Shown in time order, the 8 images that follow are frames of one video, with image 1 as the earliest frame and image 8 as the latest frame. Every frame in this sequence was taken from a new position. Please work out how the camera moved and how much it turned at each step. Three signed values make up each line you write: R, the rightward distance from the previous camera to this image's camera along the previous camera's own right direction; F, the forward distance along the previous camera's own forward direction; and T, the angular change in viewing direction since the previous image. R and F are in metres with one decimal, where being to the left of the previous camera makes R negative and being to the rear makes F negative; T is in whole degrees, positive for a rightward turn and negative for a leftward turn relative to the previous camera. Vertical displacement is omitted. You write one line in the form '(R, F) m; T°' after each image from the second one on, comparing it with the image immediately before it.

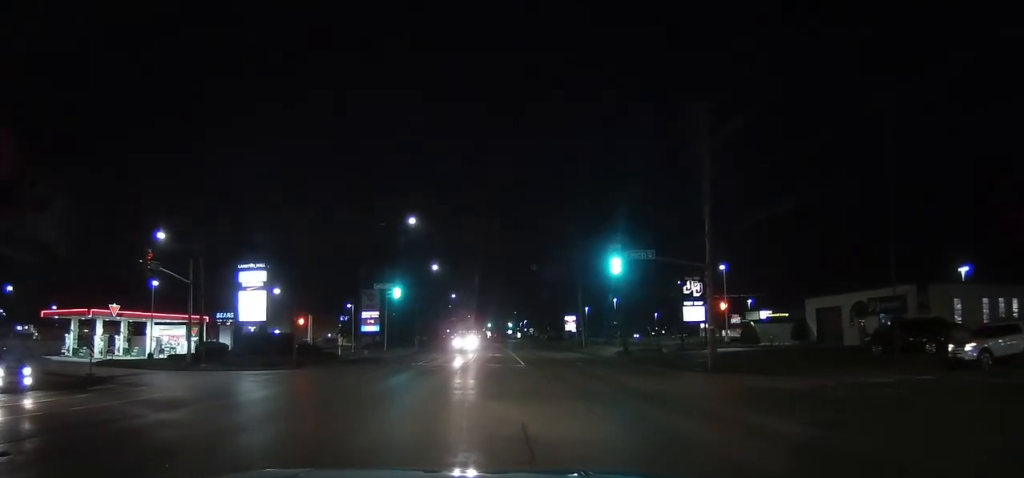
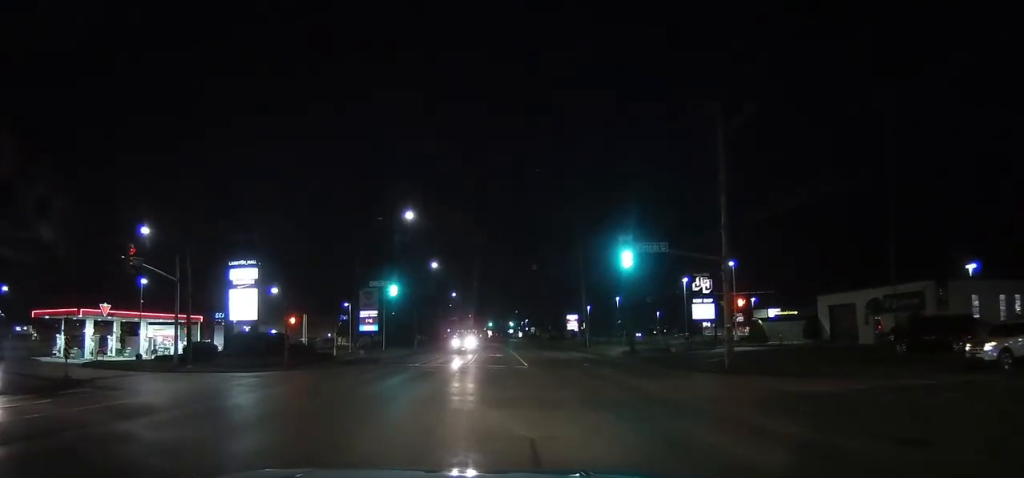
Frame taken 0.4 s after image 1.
(-0.2, +1.4) m; +2°
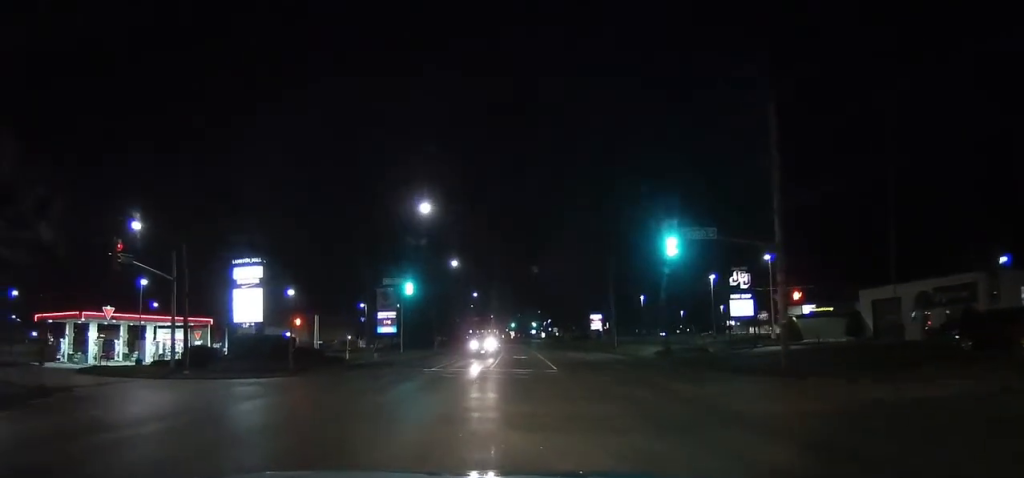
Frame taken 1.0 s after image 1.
(-0.2, +2.0) m; +3°
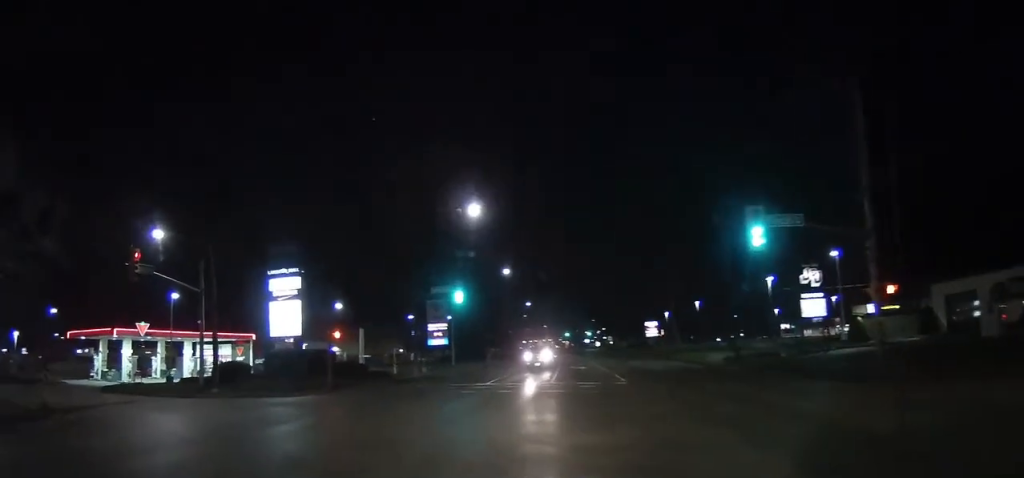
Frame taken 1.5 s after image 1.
(+0.3, +2.1) m; +1°
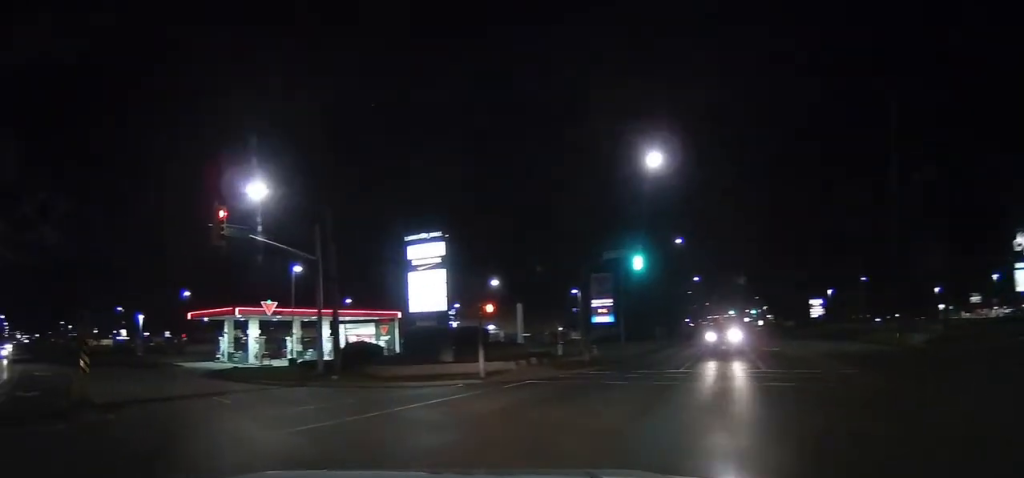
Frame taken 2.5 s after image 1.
(+0.1, +5.0) m; -4°
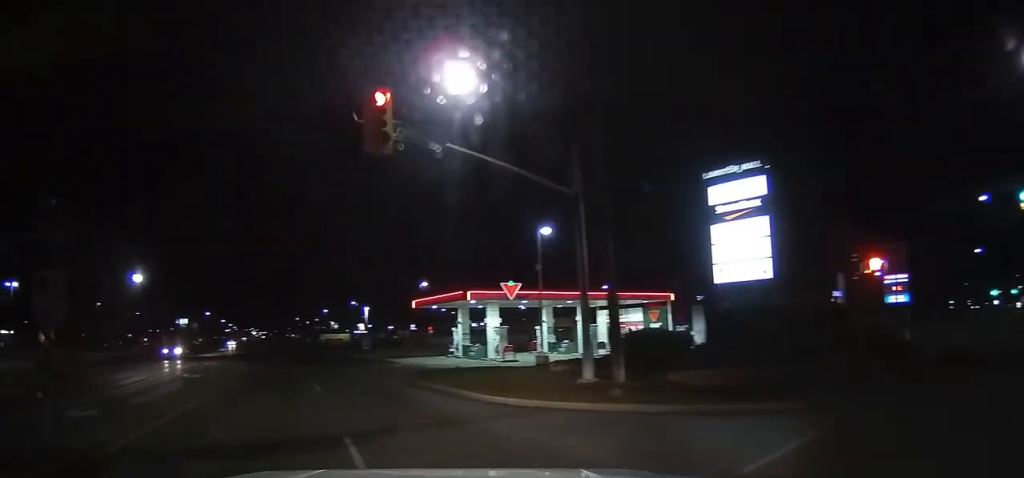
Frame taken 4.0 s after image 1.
(-1.0, +9.0) m; -20°
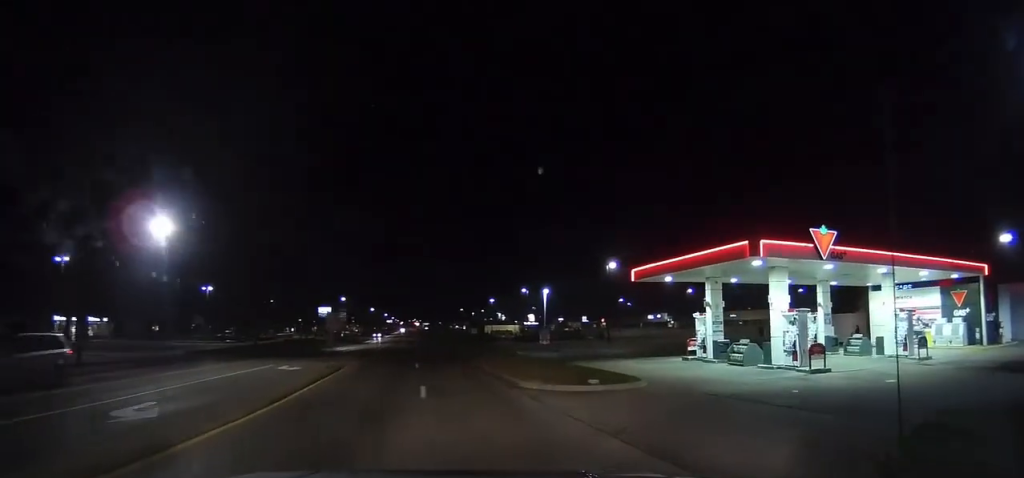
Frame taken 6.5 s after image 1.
(-6.3, +15.6) m; -34°
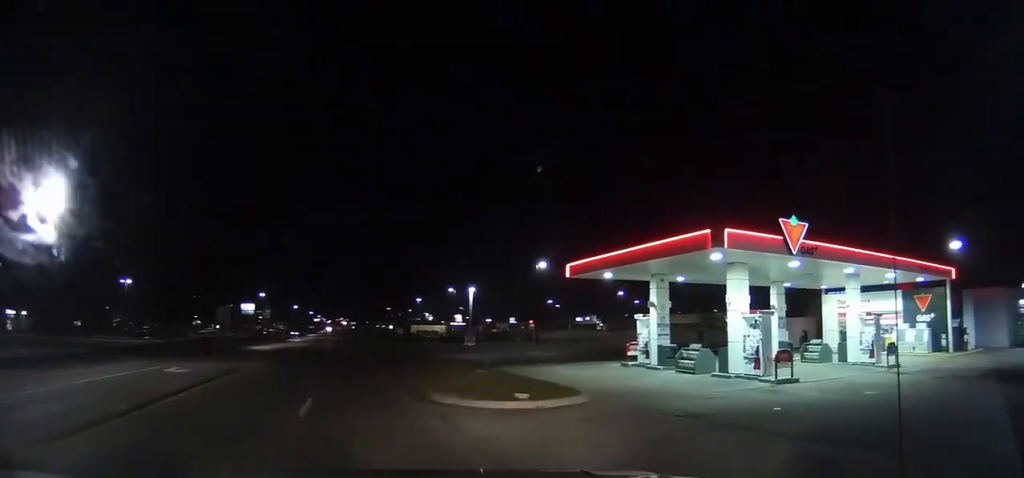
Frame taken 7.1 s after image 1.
(-0.4, +3.7) m; +1°
